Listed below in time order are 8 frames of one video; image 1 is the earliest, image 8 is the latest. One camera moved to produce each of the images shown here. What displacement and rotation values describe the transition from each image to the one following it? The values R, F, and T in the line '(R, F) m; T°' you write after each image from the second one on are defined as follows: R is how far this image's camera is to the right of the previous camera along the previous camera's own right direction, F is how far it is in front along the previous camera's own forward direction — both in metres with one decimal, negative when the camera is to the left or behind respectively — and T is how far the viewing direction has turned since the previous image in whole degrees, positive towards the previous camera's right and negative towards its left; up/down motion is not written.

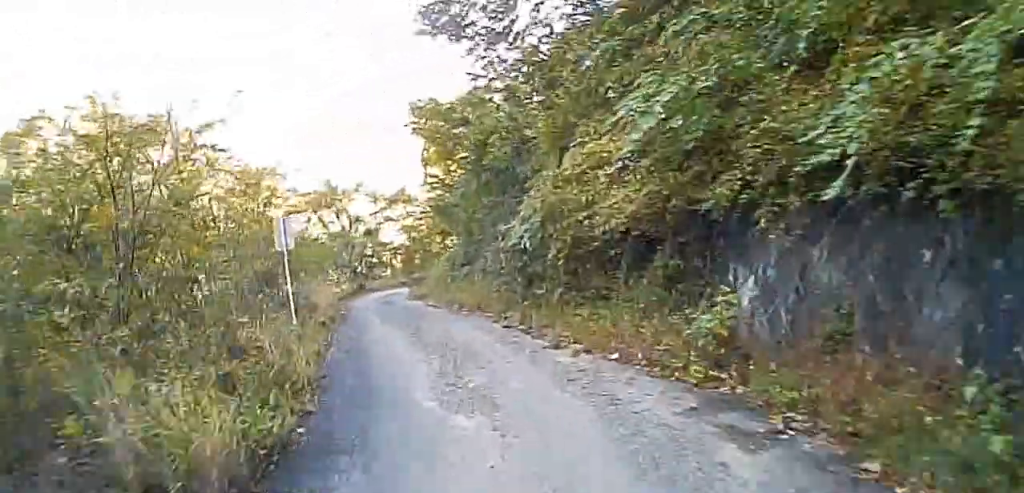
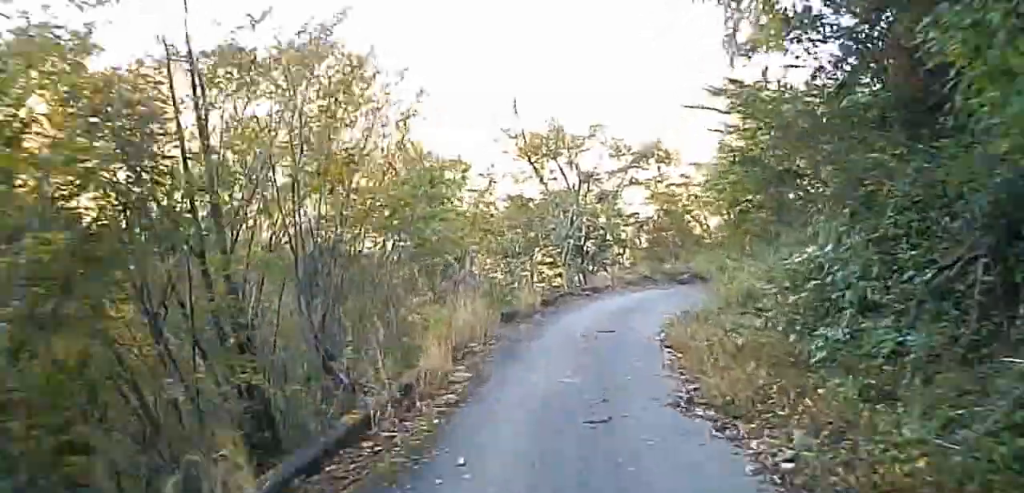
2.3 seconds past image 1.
(-10.1, +12.3) m; -55°
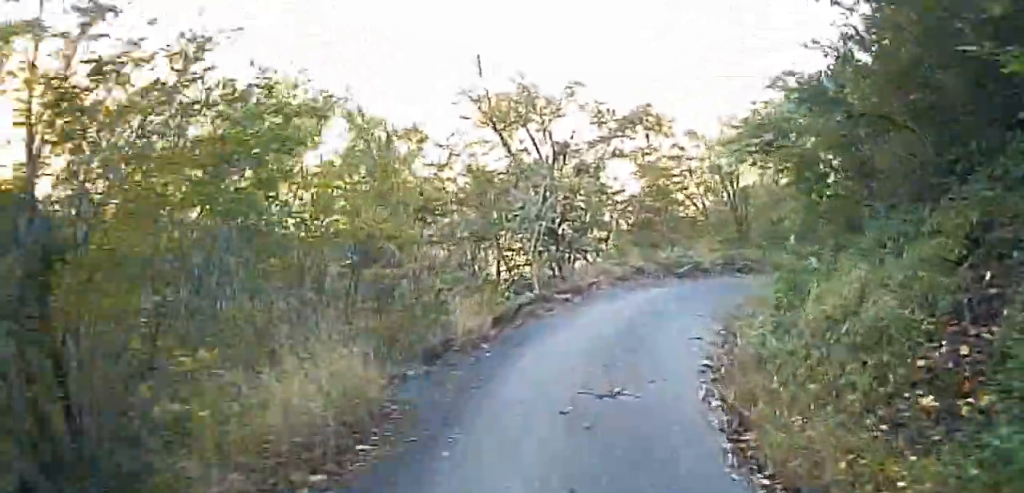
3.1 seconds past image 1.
(0.0, +7.0) m; 0°
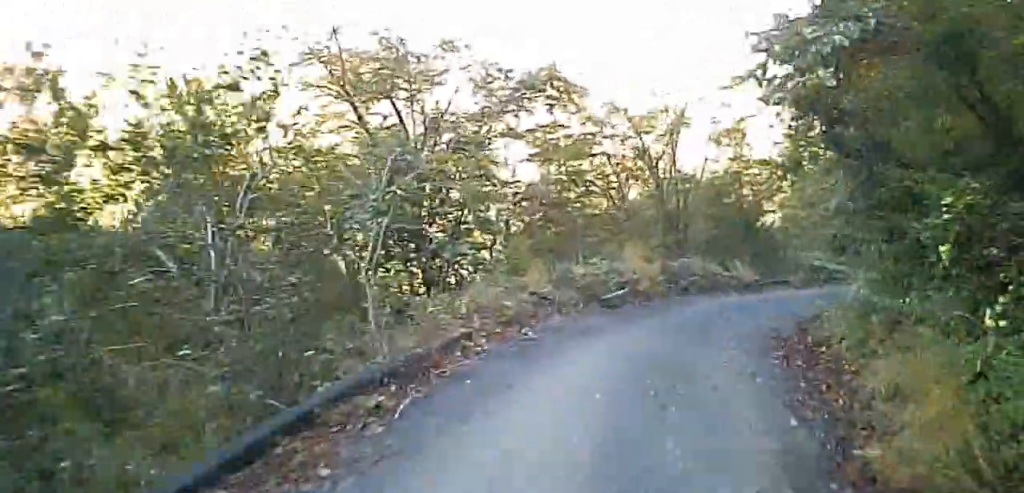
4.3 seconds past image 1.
(0.0, +10.0) m; 0°
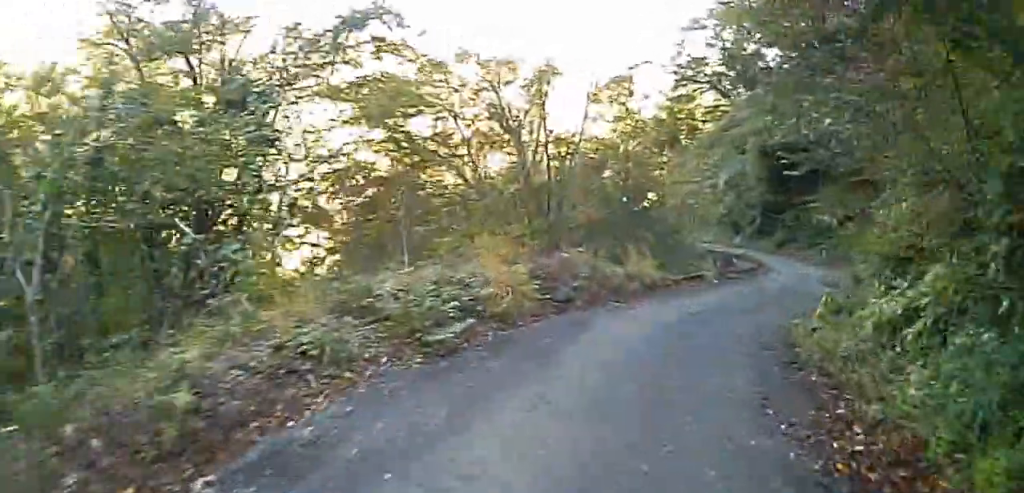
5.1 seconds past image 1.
(0.0, +7.4) m; 0°
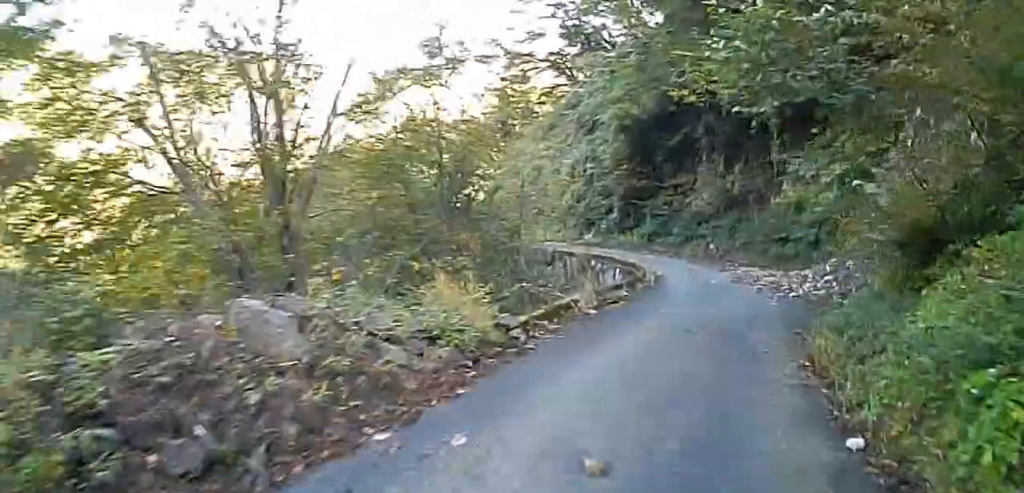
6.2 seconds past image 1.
(0.0, +9.8) m; +8°
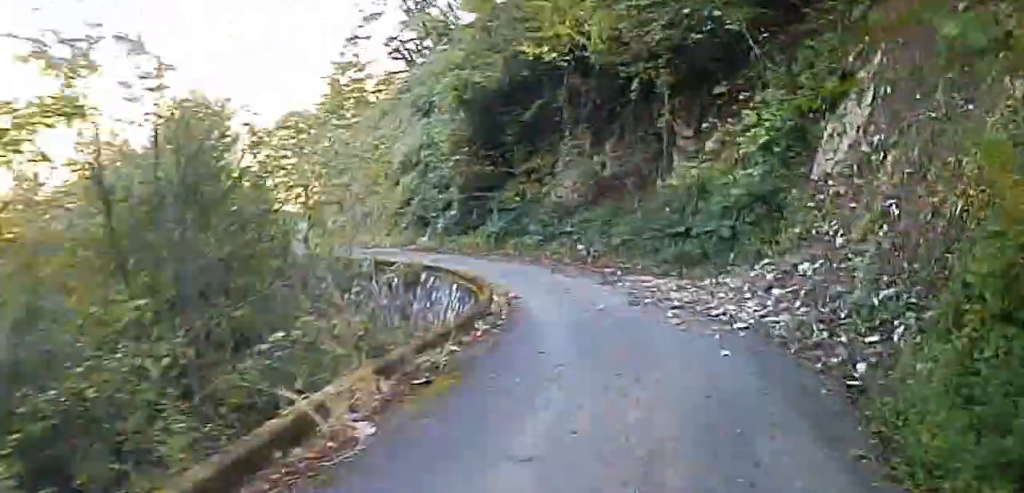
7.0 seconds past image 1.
(+0.8, +7.1) m; +14°
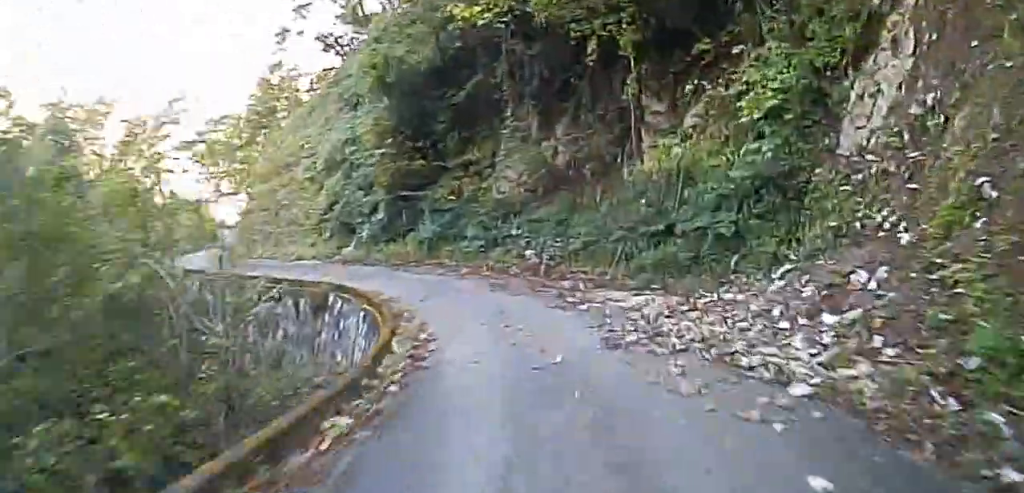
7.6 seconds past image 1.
(+0.4, +4.7) m; +10°
